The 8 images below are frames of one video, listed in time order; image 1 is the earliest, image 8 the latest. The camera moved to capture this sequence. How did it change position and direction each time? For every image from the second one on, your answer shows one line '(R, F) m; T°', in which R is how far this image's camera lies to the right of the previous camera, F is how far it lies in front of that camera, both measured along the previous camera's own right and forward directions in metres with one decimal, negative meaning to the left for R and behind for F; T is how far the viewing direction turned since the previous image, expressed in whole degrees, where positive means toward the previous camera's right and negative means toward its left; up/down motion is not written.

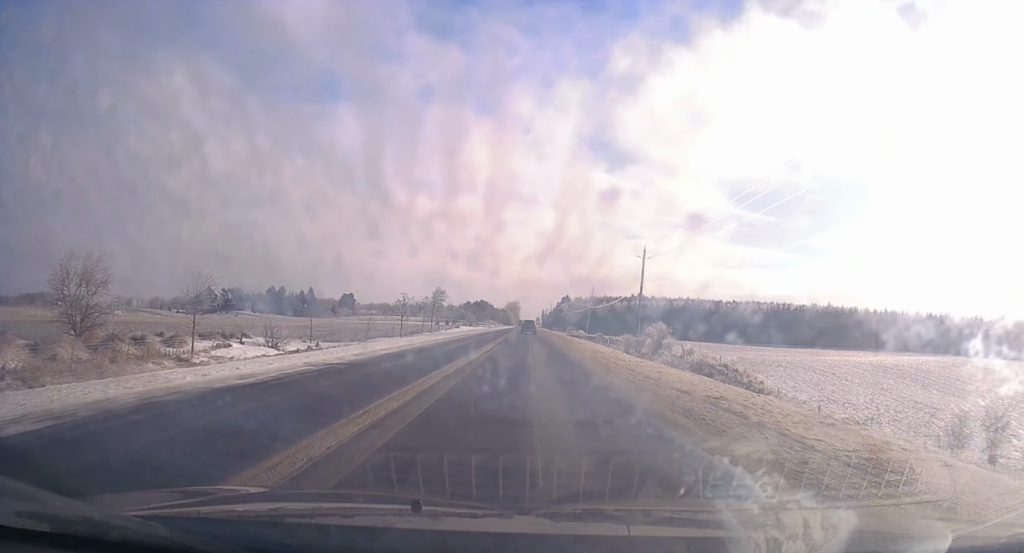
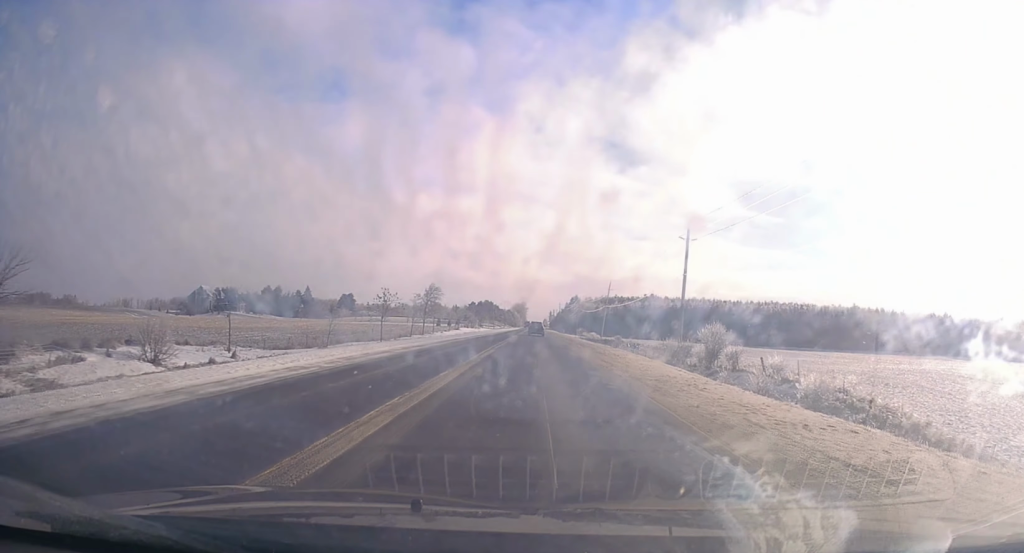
(+0.1, +18.0) m; +1°
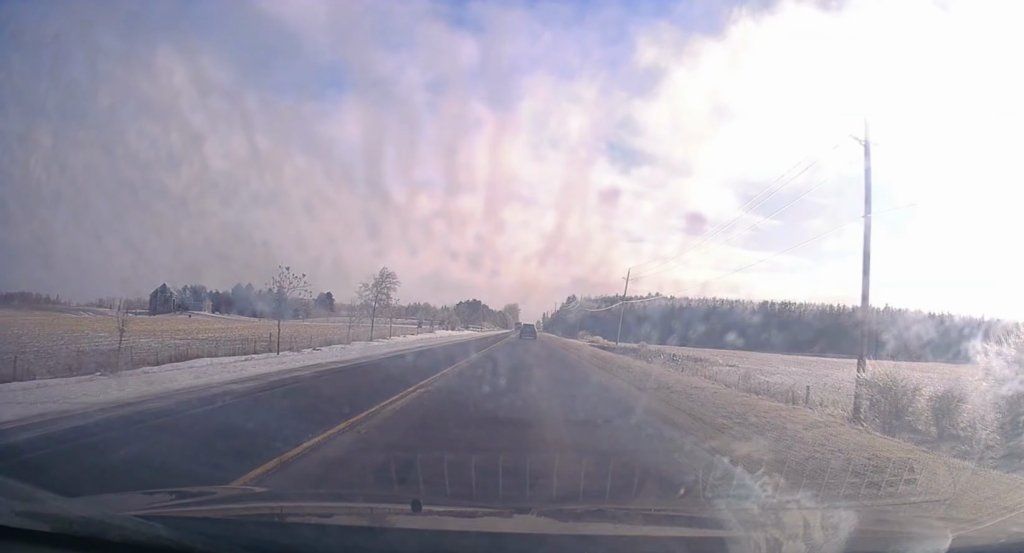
(+0.5, +31.8) m; -1°
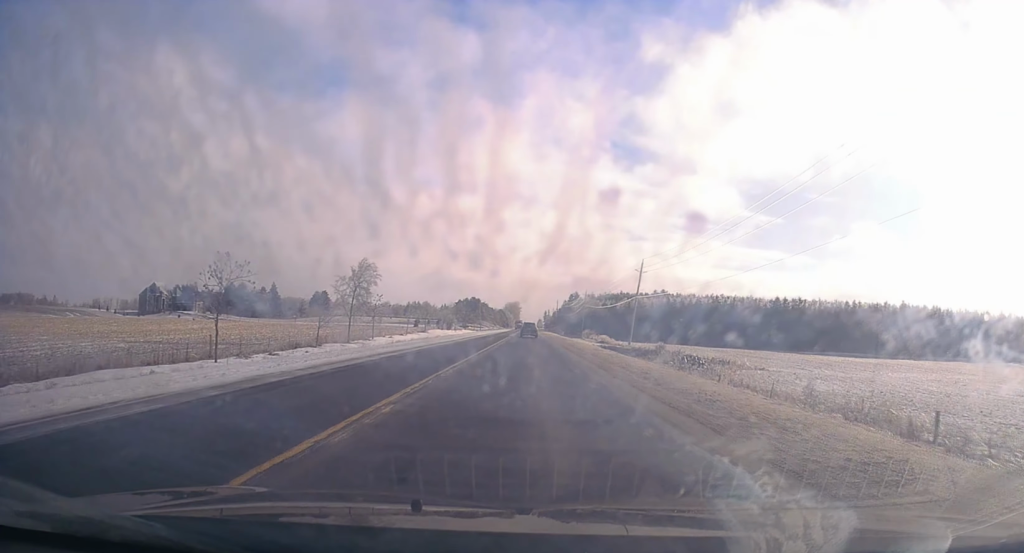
(-0.3, +10.8) m; 0°
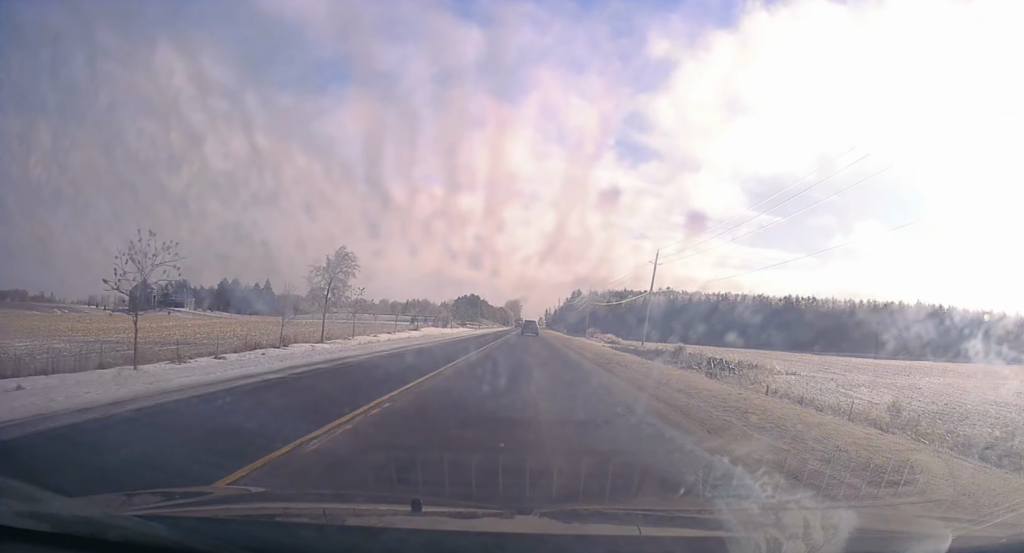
(-0.3, +9.6) m; 0°
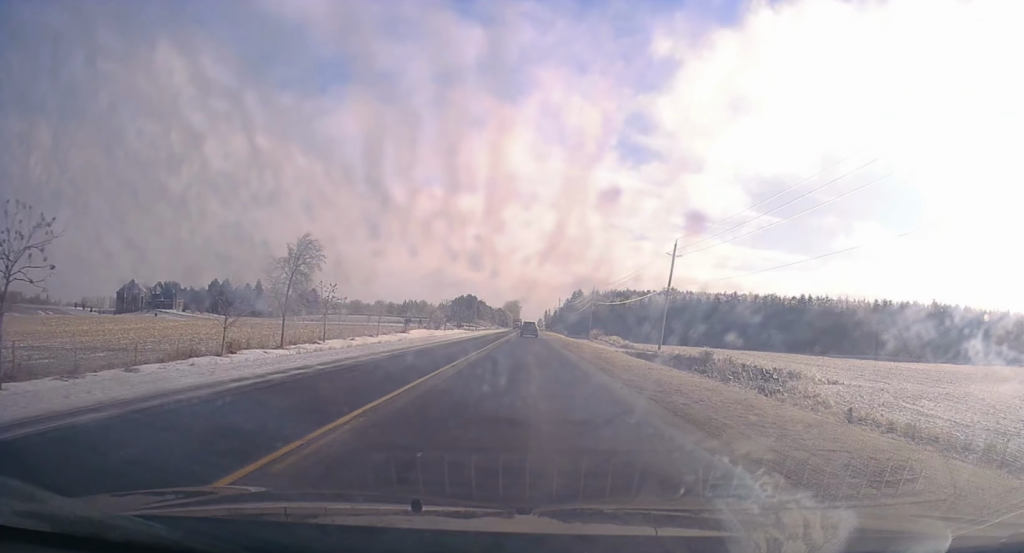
(0.0, +9.9) m; 0°
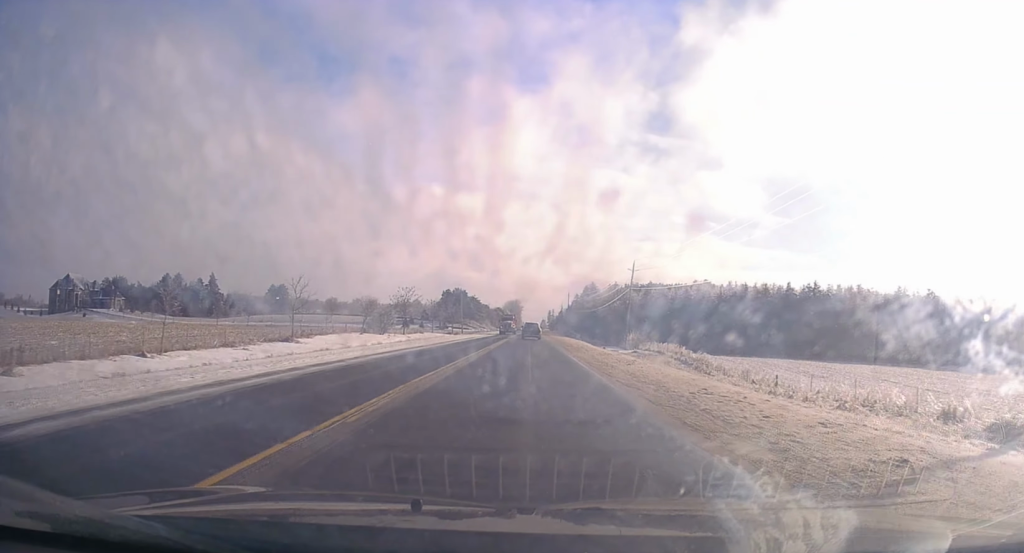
(+1.3, +50.9) m; 0°
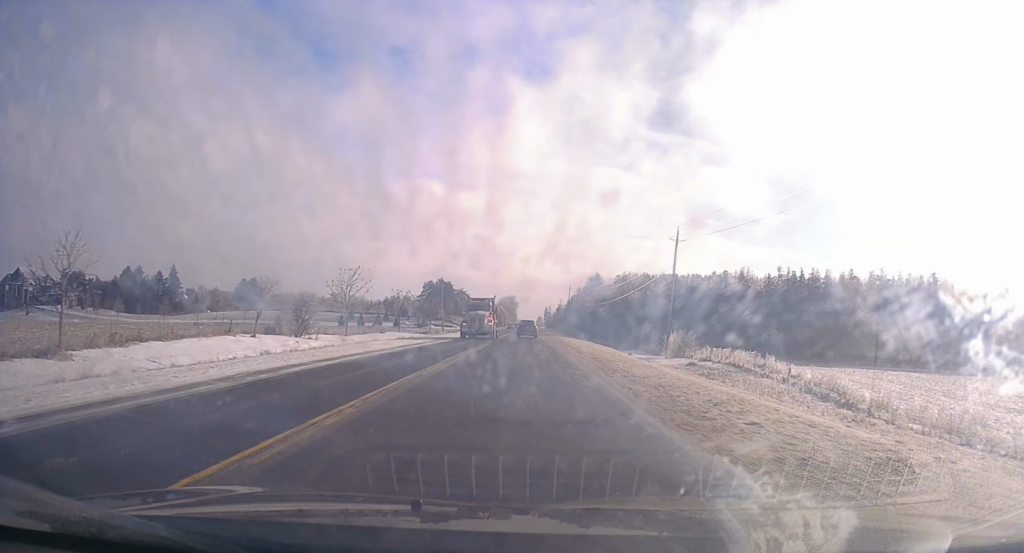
(-0.4, +29.4) m; 0°
